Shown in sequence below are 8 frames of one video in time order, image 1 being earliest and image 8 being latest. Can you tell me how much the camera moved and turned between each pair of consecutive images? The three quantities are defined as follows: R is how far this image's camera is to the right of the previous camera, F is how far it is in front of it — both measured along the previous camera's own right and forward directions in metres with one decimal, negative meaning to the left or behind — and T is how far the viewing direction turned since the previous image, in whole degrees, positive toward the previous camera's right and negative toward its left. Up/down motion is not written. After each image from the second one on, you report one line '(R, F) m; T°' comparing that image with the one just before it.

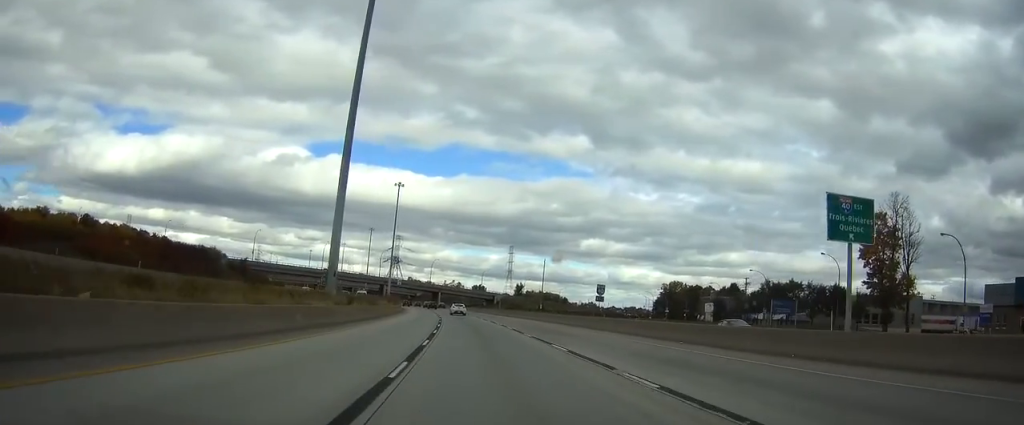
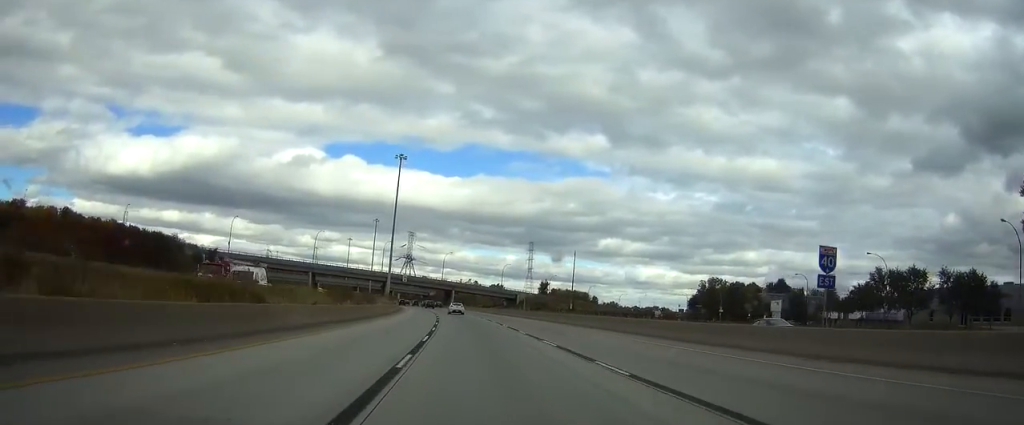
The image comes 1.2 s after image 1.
(0.0, +34.8) m; 0°
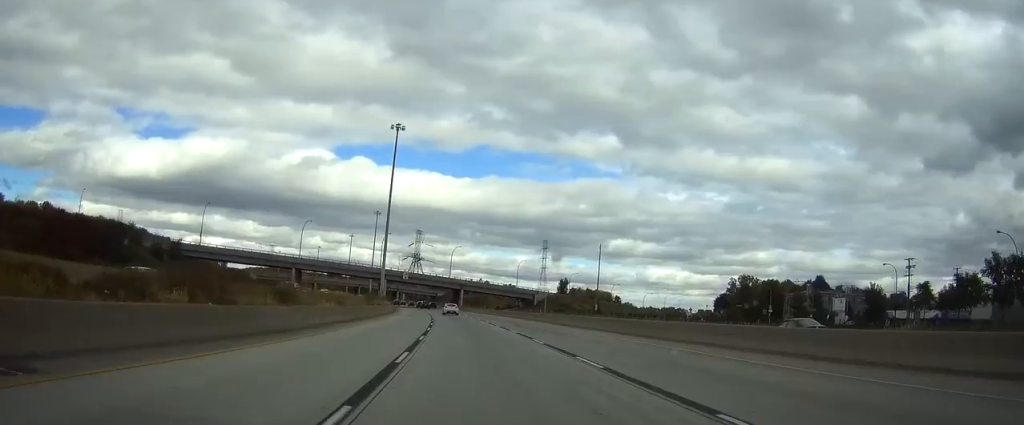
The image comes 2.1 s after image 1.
(0.0, +26.1) m; 0°
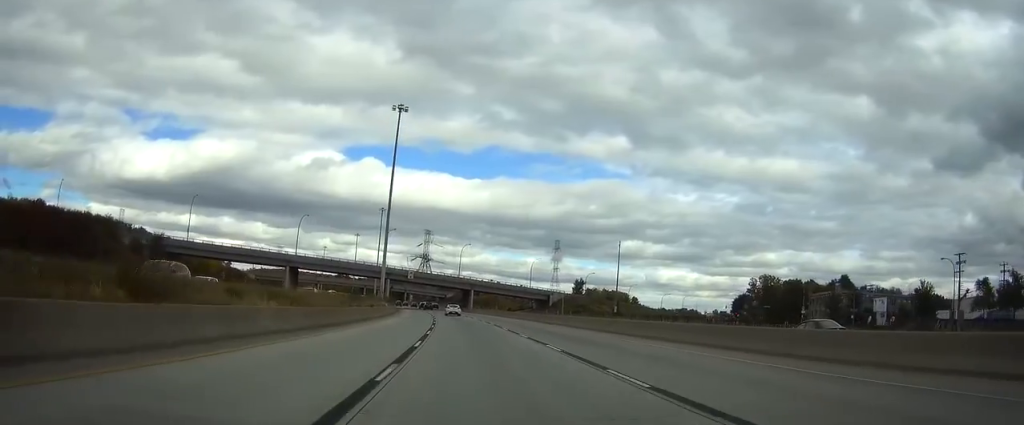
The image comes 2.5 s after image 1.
(0.0, +12.6) m; 0°
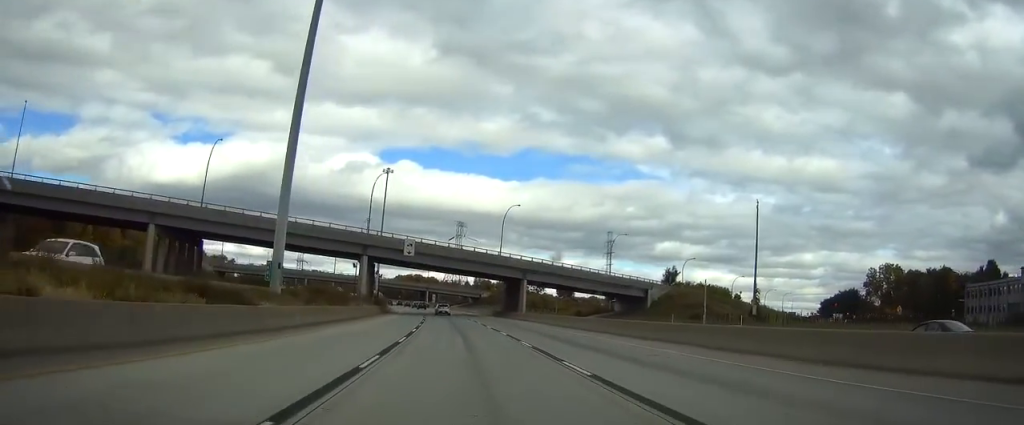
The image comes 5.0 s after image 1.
(-0.1, +71.4) m; 0°
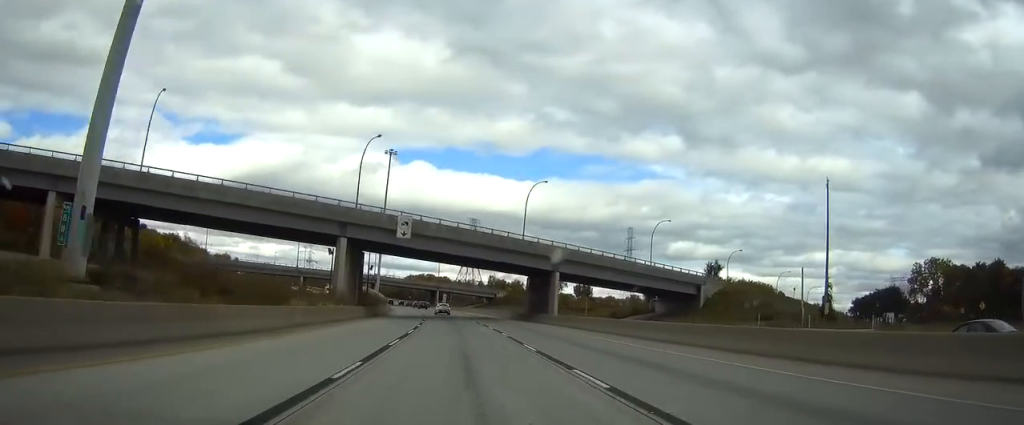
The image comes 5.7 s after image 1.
(0.0, +20.3) m; 0°
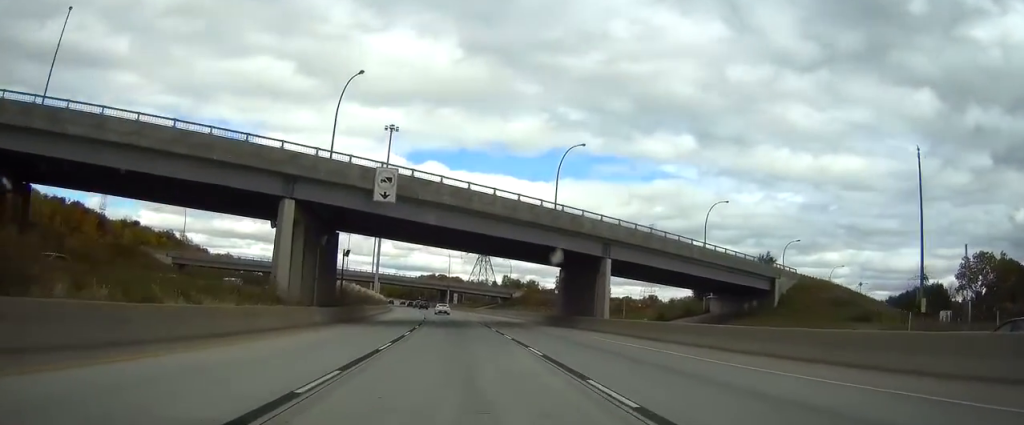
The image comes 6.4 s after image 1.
(0.0, +20.3) m; 0°
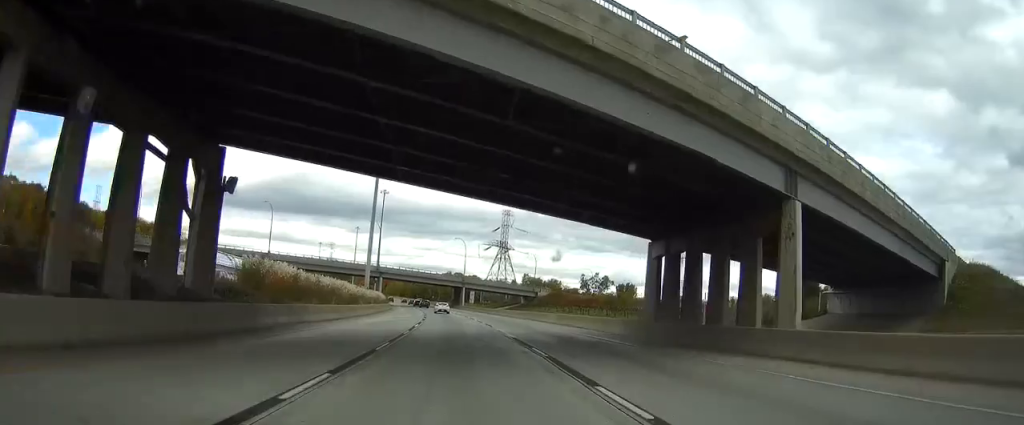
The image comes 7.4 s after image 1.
(0.0, +28.0) m; 0°
